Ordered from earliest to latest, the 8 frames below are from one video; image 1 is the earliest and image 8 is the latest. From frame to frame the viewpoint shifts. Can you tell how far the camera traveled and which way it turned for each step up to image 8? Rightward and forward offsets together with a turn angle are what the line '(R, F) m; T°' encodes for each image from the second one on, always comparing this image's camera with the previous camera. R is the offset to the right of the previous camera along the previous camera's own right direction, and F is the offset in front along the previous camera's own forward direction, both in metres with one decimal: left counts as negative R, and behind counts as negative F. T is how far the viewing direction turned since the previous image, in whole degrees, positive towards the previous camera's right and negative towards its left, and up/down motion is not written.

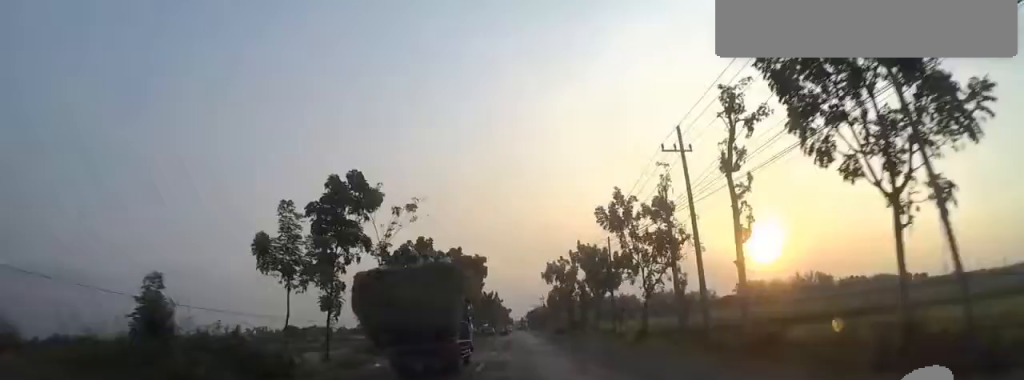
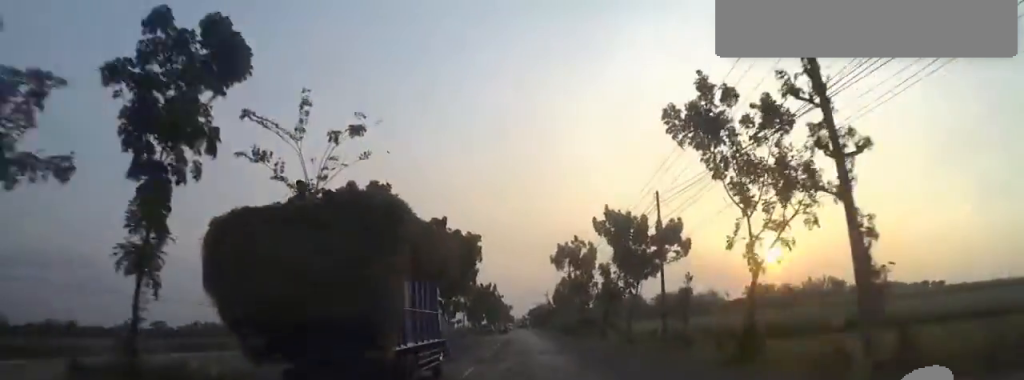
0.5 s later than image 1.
(-0.9, +10.5) m; -1°
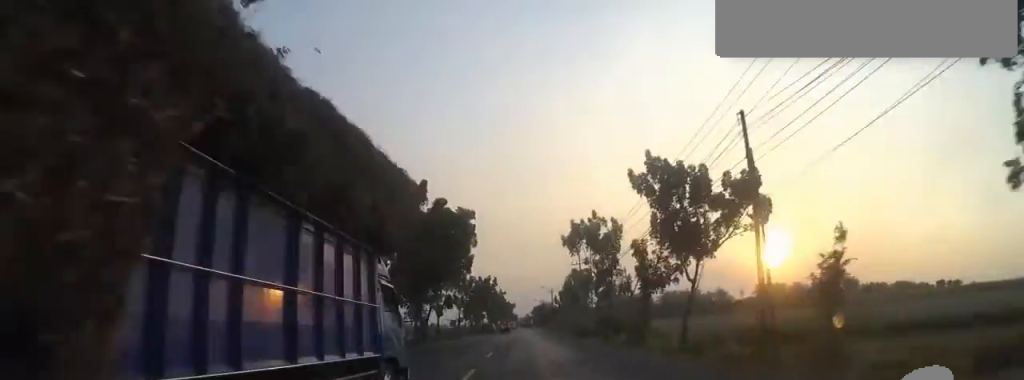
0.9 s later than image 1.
(0.0, +8.2) m; 0°
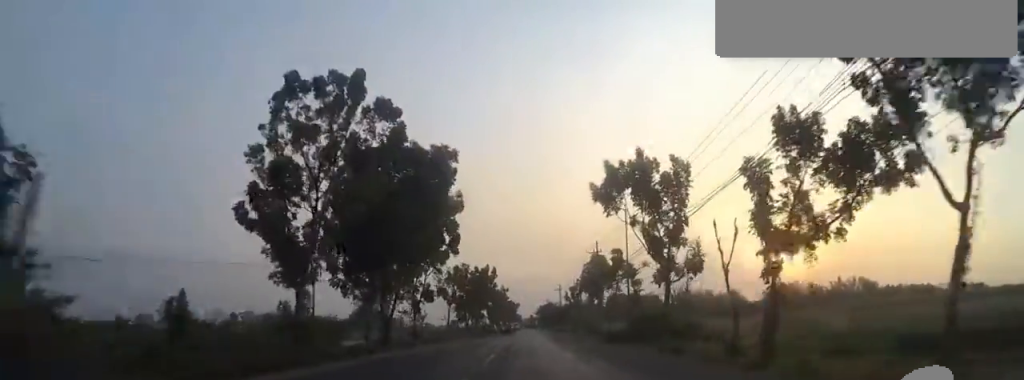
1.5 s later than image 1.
(+0.7, +11.4) m; +2°
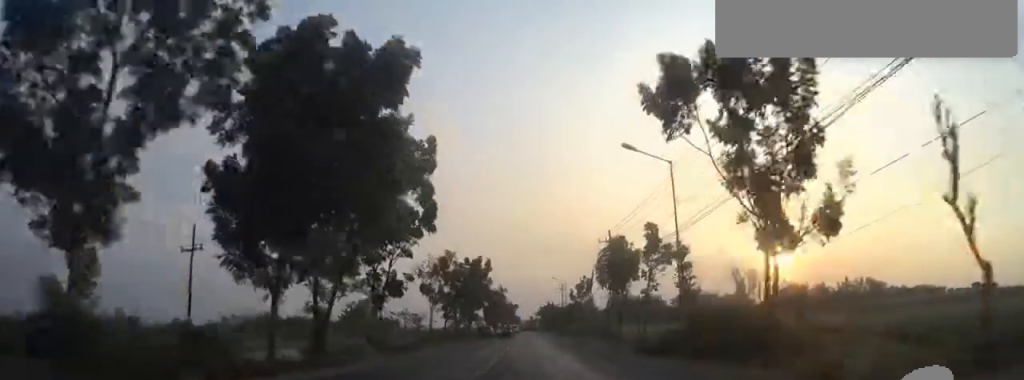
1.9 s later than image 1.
(+0.1, +8.6) m; +1°
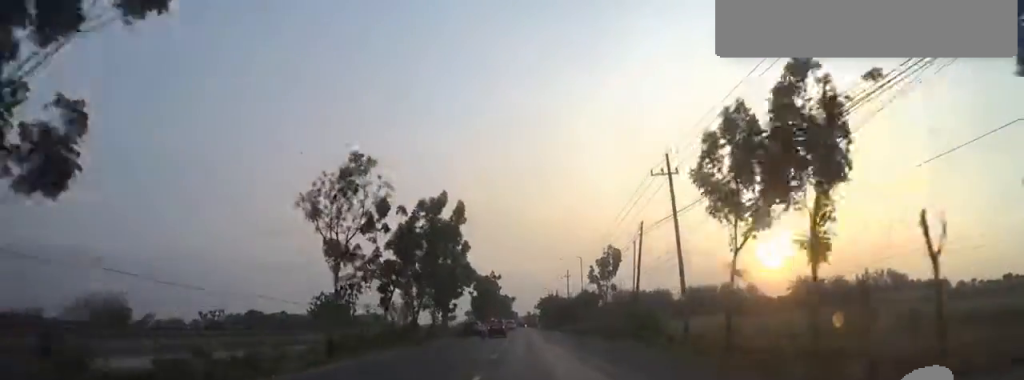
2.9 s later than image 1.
(-0.1, +19.9) m; 0°
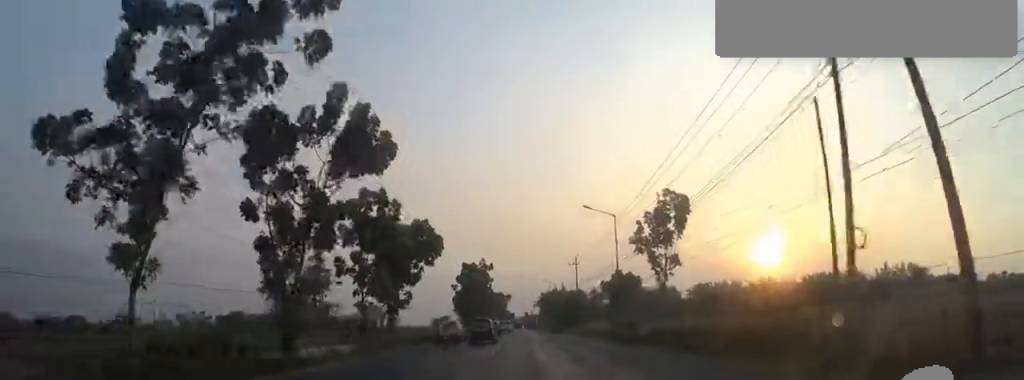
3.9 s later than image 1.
(0.0, +17.9) m; 0°
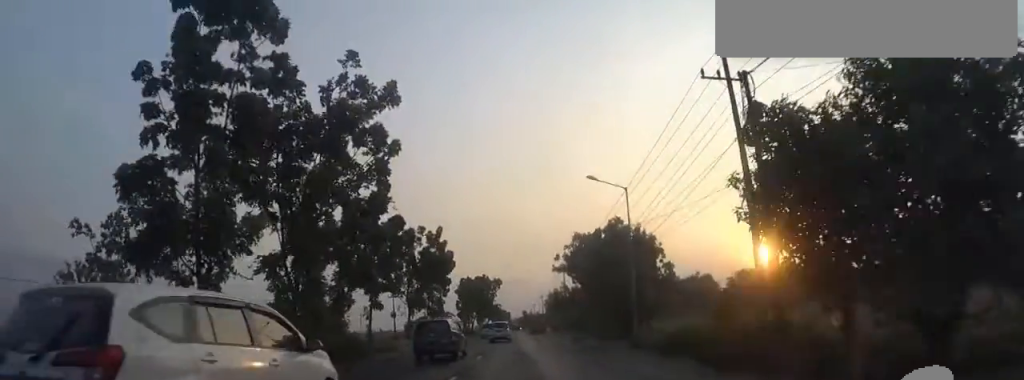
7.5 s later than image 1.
(-1.3, +53.0) m; -1°
